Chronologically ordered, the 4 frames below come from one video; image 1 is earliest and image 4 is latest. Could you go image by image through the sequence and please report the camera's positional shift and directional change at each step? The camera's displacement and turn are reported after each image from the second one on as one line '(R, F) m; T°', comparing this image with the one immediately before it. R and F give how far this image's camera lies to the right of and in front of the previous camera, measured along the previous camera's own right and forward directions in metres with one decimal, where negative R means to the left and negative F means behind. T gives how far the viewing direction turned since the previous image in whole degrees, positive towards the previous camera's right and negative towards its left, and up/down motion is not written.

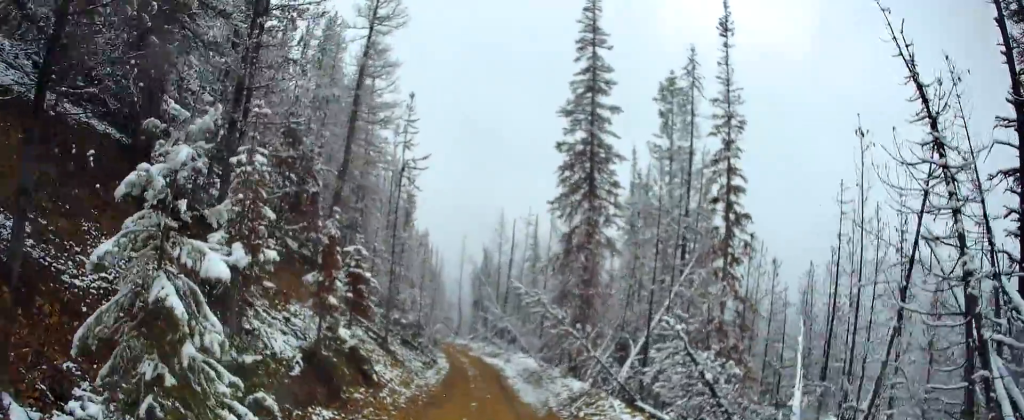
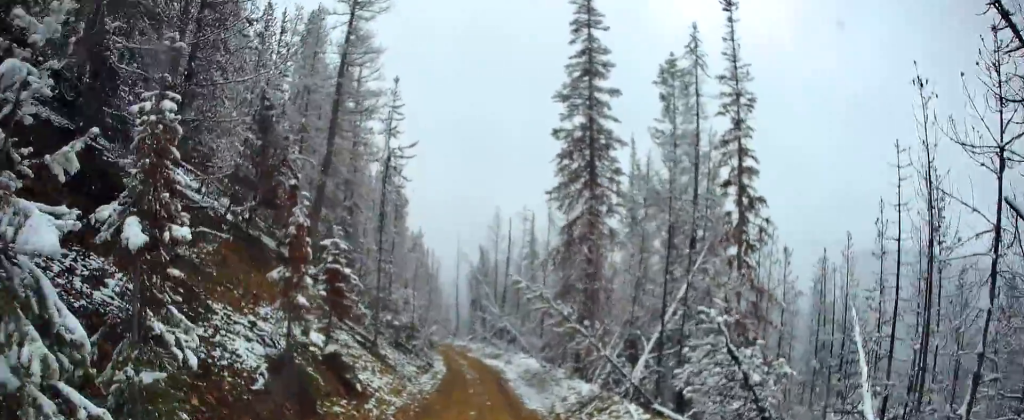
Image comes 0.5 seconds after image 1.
(0.0, +1.7) m; 0°
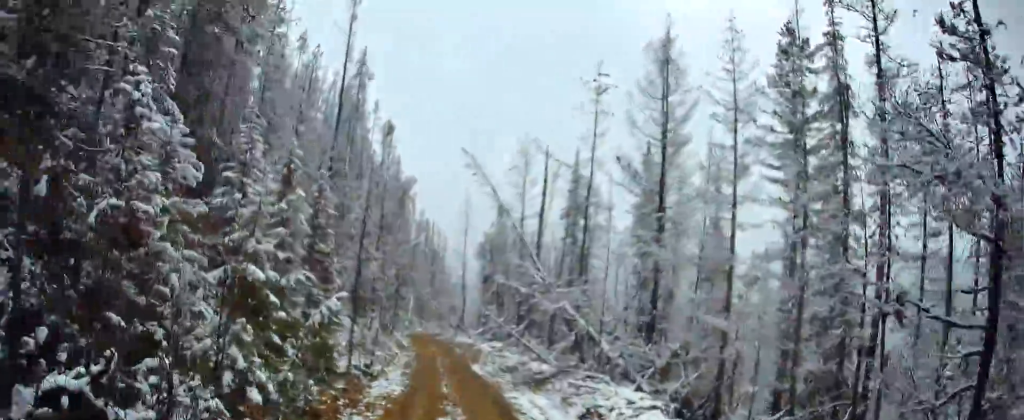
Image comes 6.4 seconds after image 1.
(-1.2, +22.8) m; 0°
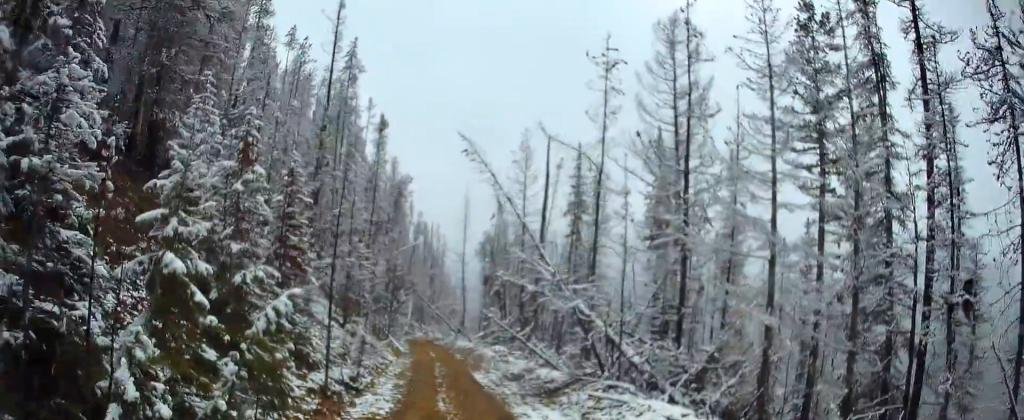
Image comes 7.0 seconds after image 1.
(0.0, +2.3) m; 0°
